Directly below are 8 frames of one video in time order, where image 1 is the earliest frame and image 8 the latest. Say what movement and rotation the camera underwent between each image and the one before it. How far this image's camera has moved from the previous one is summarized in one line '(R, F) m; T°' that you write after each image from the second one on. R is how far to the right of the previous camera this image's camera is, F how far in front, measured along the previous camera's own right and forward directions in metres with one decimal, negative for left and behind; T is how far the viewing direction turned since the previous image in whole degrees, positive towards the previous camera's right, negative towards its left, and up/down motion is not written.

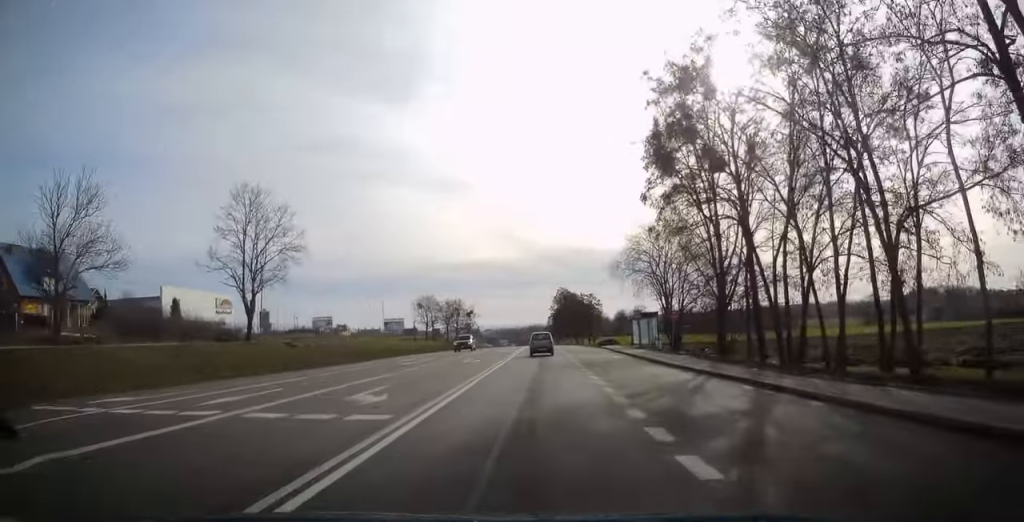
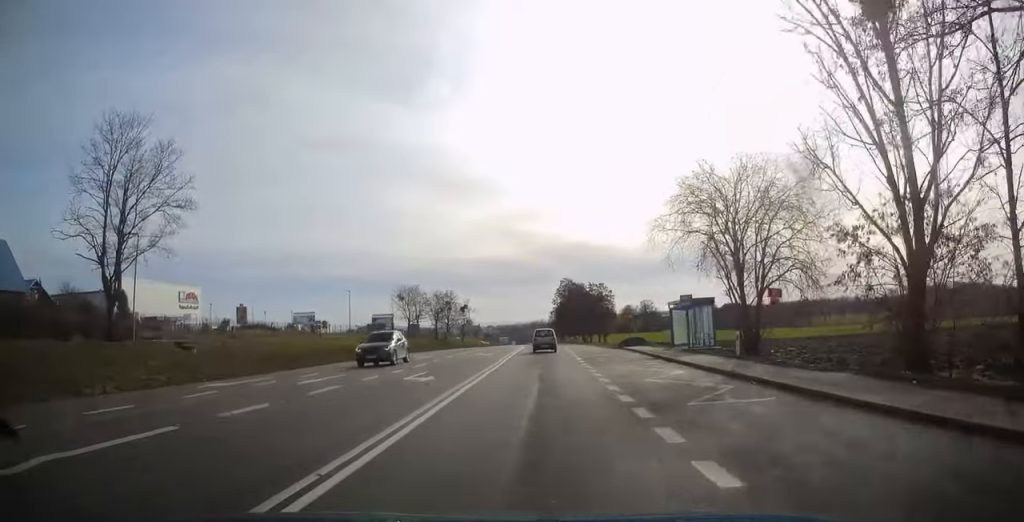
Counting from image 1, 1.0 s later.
(+0.2, +14.6) m; +1°
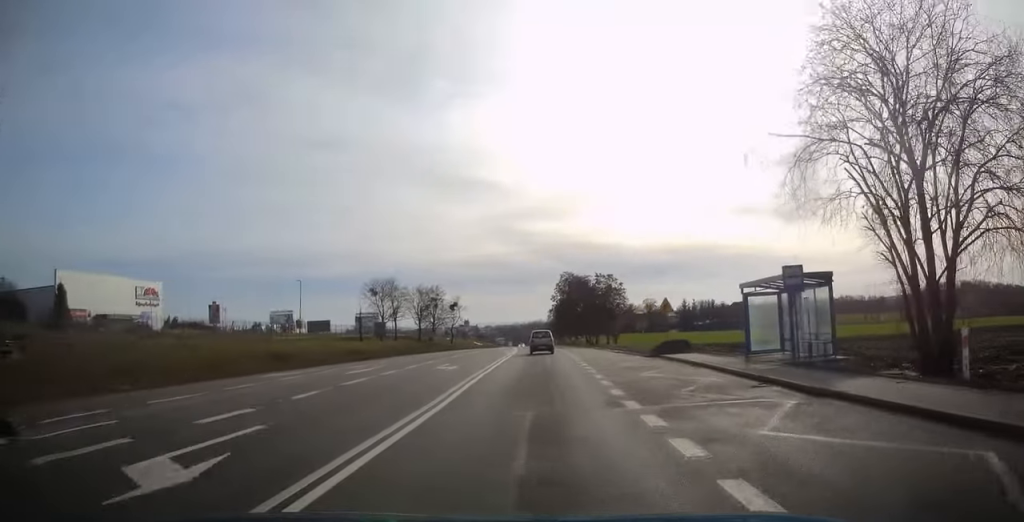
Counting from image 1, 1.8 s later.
(0.0, +13.2) m; 0°
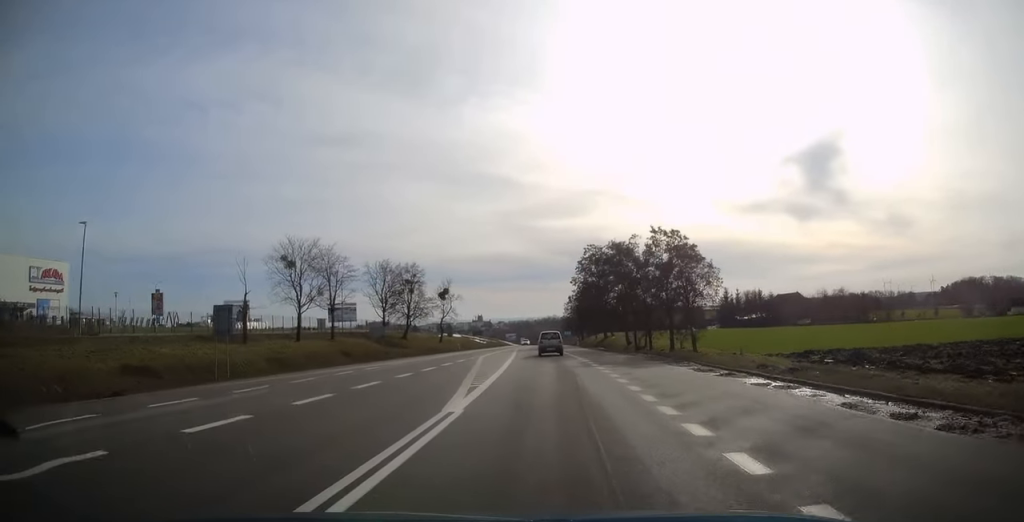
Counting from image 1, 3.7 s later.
(-0.3, +28.9) m; -1°
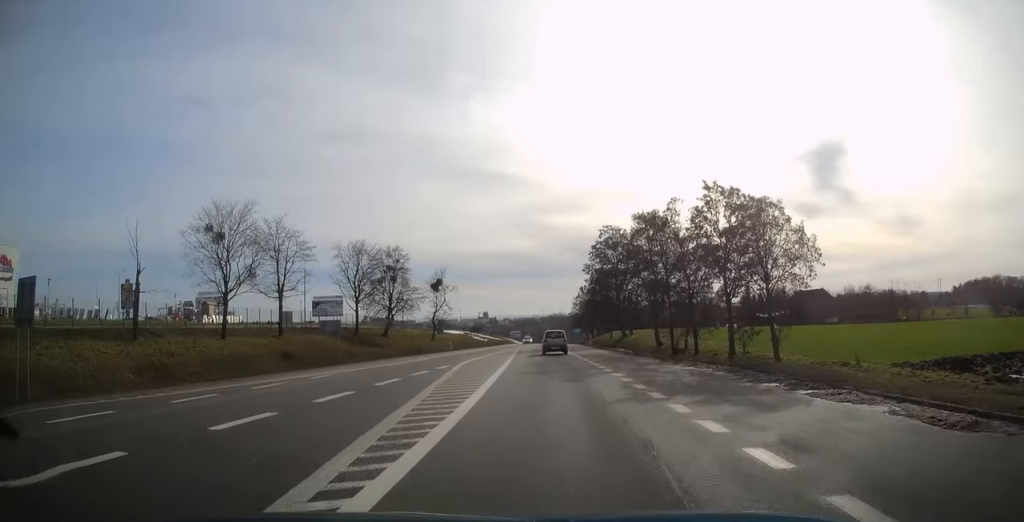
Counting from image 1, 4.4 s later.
(-0.1, +12.0) m; -1°
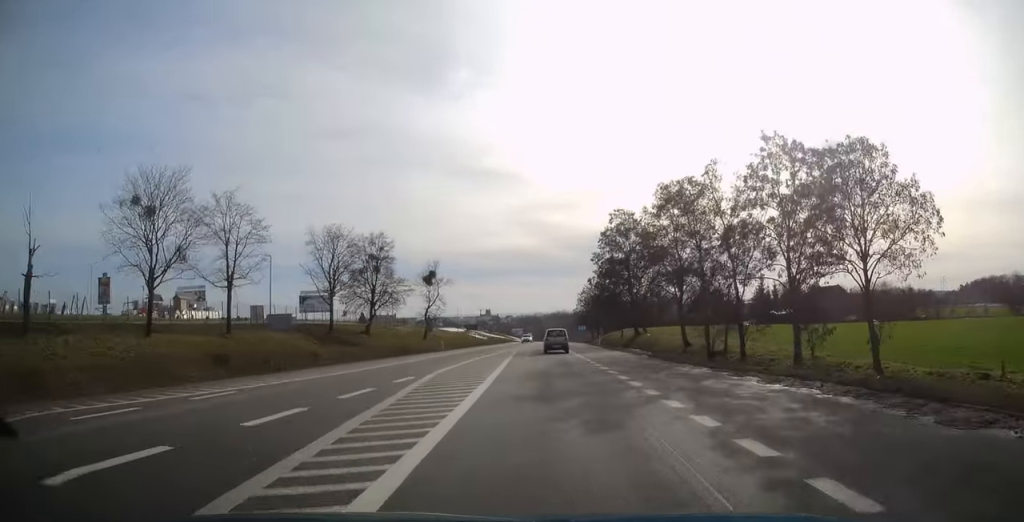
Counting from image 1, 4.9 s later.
(-0.1, +7.6) m; 0°
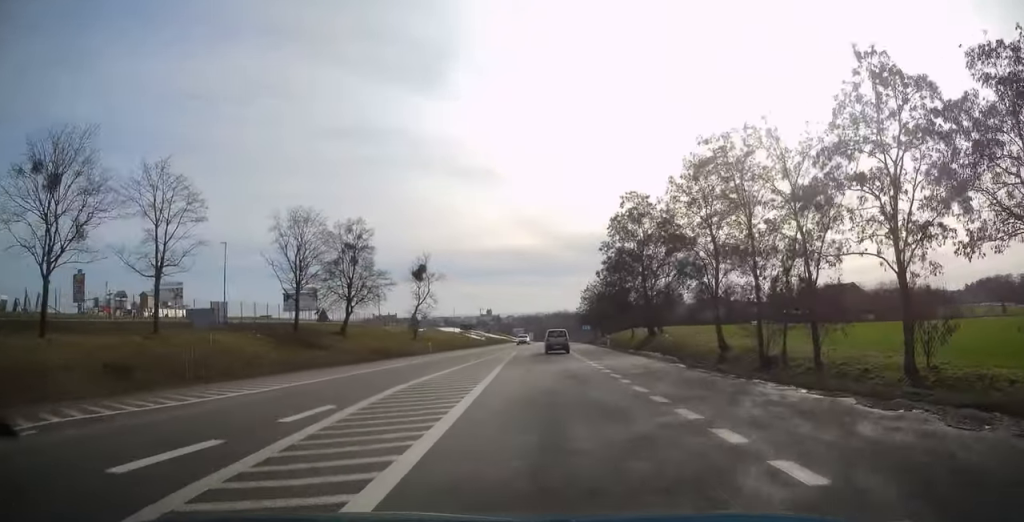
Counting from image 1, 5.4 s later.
(0.0, +7.3) m; 0°
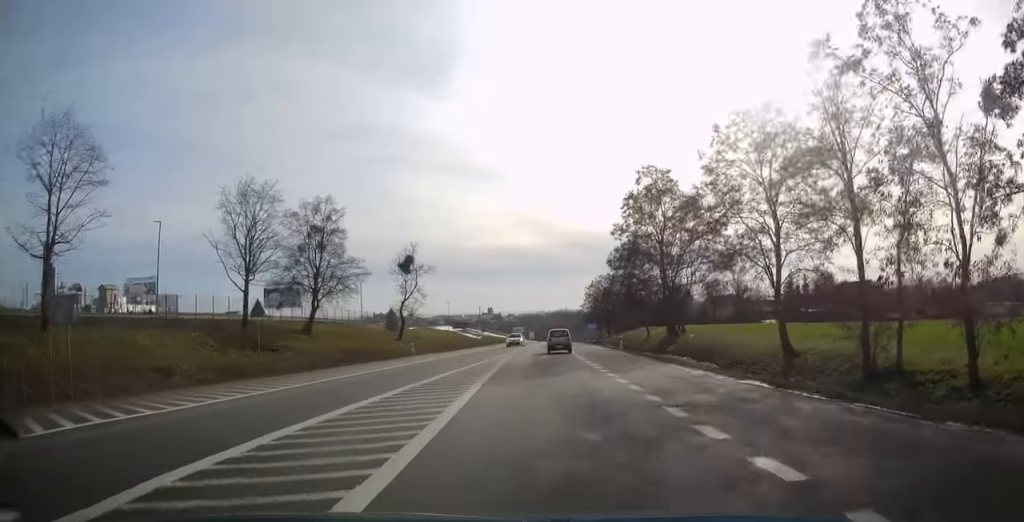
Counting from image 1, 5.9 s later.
(0.0, +7.8) m; 0°
